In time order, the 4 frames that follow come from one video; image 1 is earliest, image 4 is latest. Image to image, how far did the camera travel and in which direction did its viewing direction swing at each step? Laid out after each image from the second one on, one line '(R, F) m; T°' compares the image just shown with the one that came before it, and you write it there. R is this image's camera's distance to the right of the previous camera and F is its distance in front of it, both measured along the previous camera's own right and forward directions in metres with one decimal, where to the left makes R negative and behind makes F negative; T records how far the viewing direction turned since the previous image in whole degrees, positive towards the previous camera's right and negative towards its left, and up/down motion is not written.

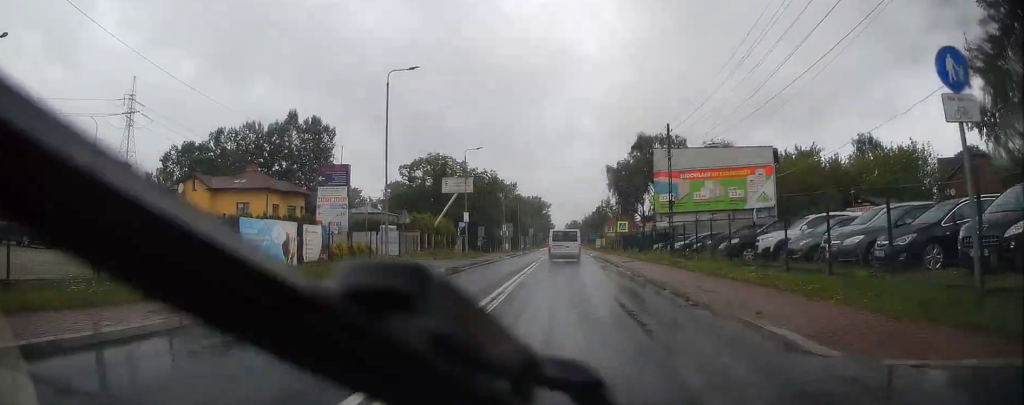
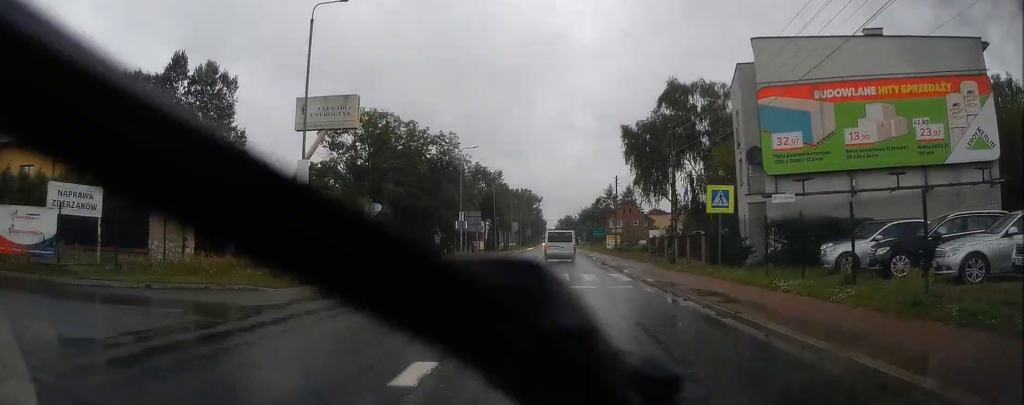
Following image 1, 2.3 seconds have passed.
(+0.6, +34.7) m; +1°
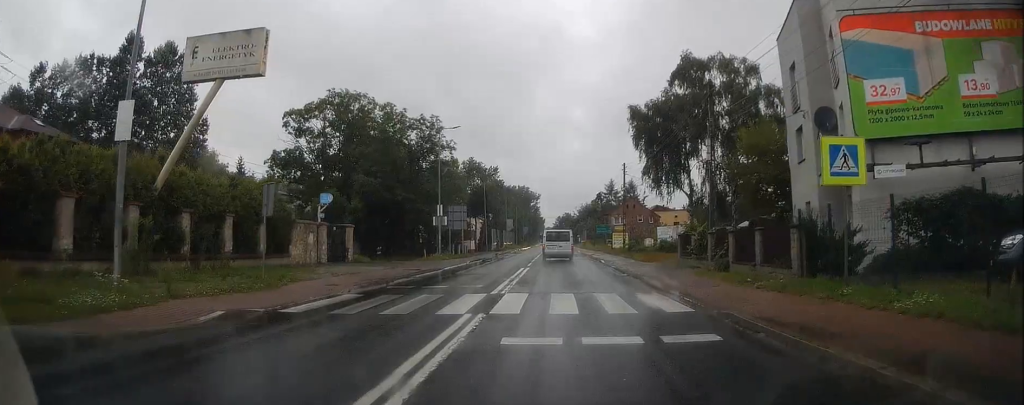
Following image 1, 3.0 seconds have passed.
(+0.1, +9.6) m; 0°
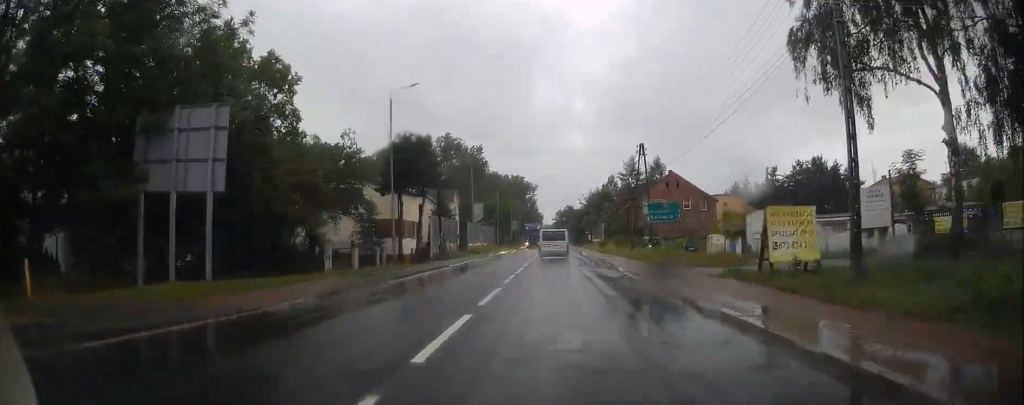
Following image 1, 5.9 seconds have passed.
(-0.6, +44.4) m; -1°
